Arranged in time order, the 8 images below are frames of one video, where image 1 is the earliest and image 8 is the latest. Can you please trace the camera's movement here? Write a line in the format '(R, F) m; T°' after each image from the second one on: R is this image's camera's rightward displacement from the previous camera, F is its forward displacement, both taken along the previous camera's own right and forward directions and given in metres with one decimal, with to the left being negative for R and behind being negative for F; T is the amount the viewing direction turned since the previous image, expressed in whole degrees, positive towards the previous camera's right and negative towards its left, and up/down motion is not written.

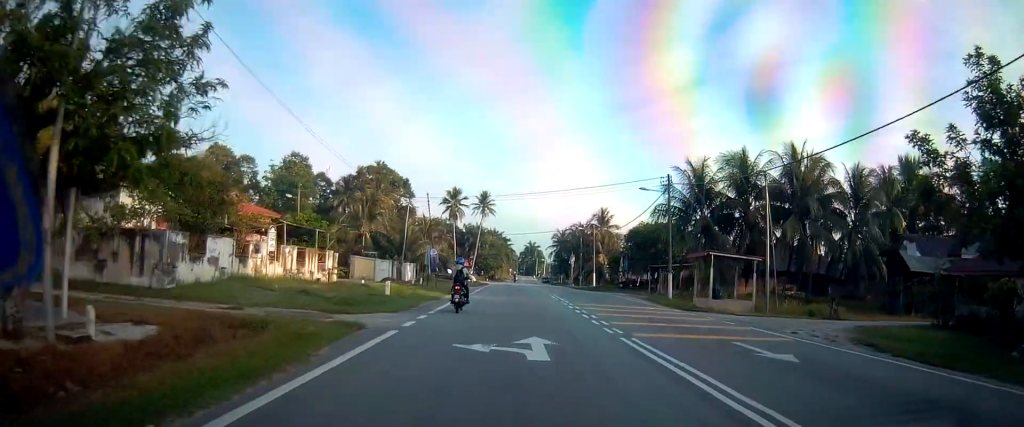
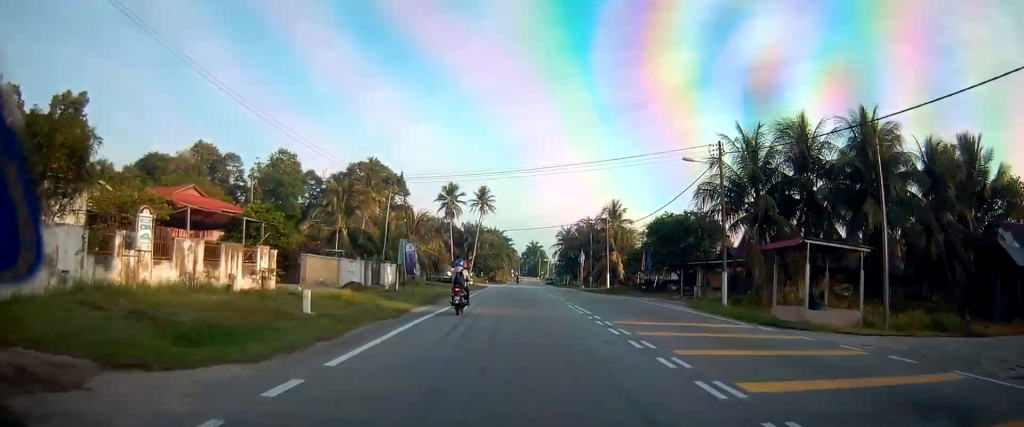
(0.0, +9.4) m; 0°
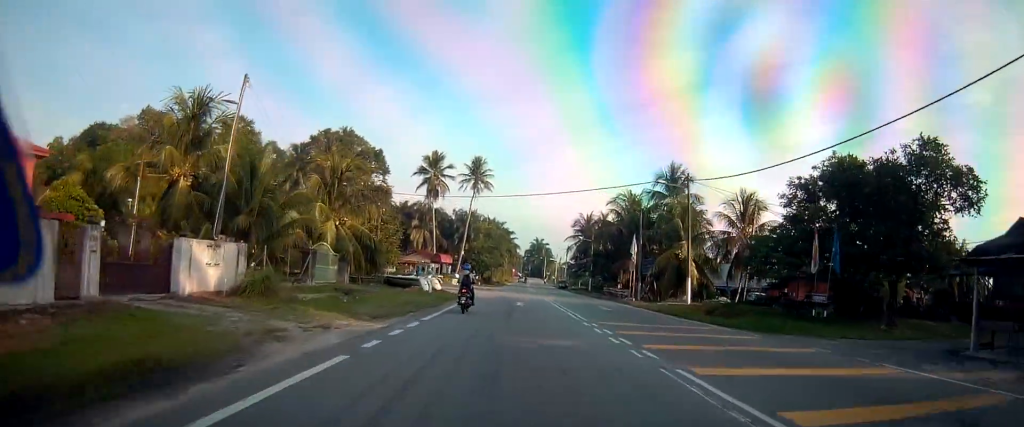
(+0.4, +28.7) m; 0°
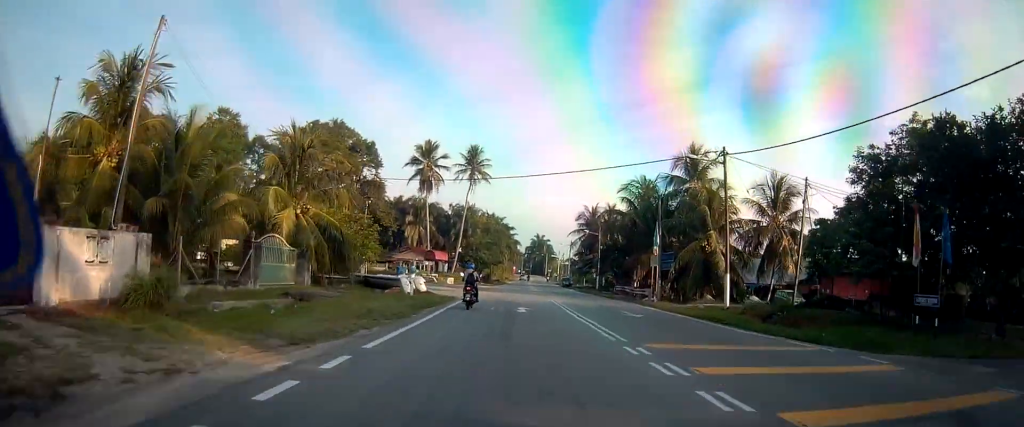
(+0.4, +6.6) m; -1°
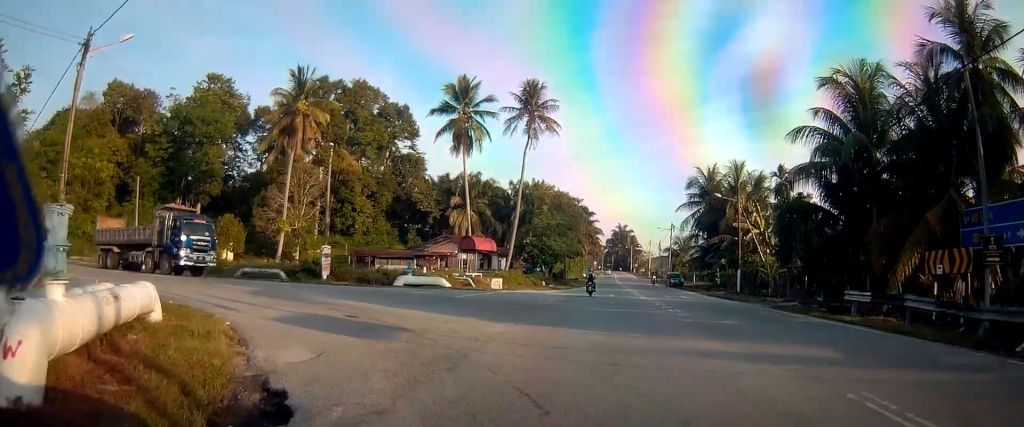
(-1.7, +29.2) m; -4°
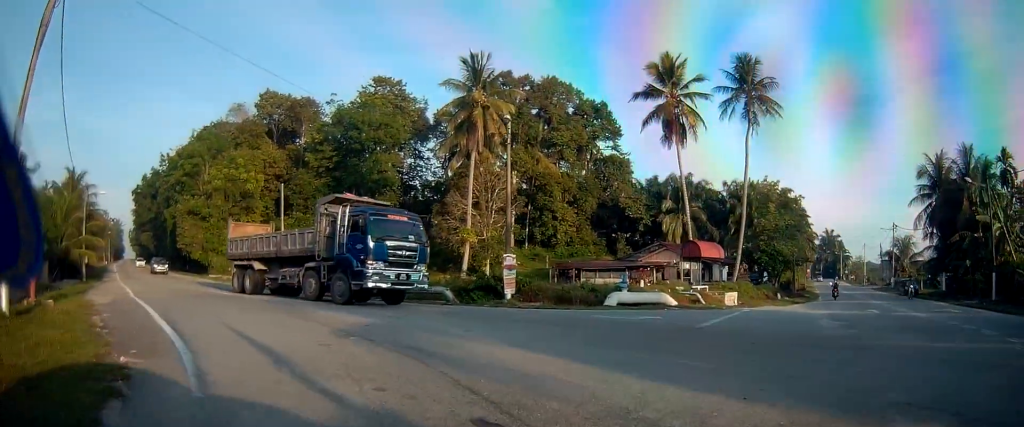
(-0.2, +9.4) m; -17°
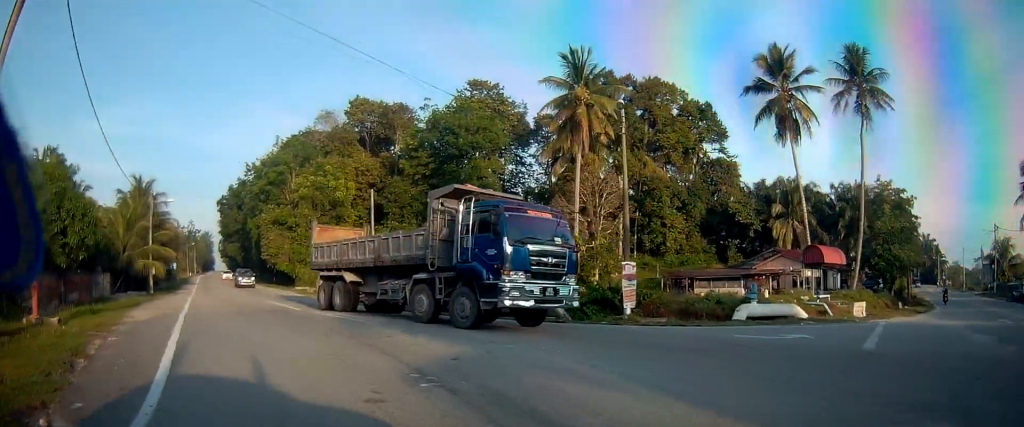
(-0.8, +3.4) m; -14°
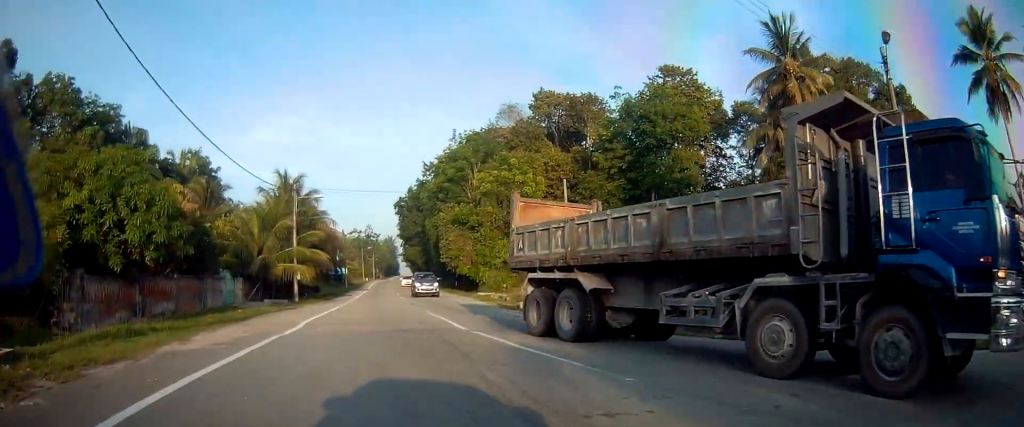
(-1.5, +6.3) m; -23°
